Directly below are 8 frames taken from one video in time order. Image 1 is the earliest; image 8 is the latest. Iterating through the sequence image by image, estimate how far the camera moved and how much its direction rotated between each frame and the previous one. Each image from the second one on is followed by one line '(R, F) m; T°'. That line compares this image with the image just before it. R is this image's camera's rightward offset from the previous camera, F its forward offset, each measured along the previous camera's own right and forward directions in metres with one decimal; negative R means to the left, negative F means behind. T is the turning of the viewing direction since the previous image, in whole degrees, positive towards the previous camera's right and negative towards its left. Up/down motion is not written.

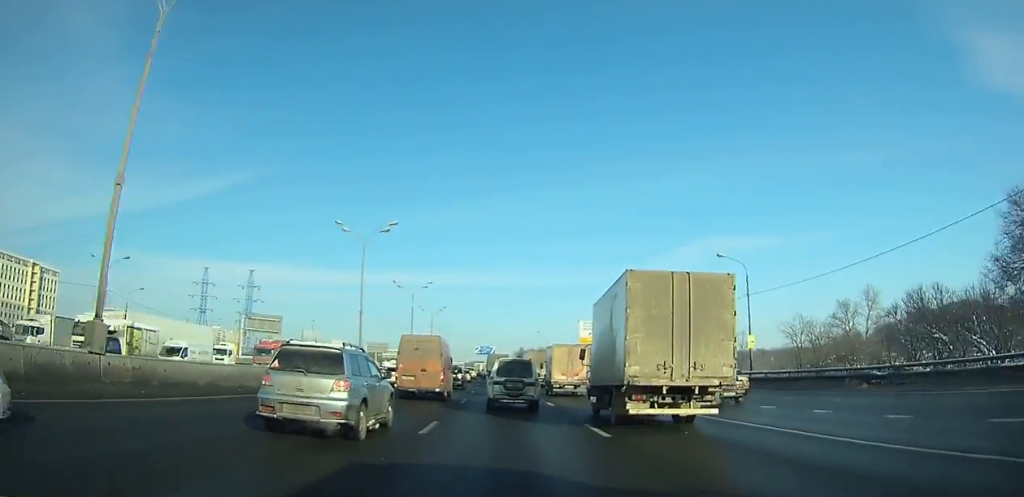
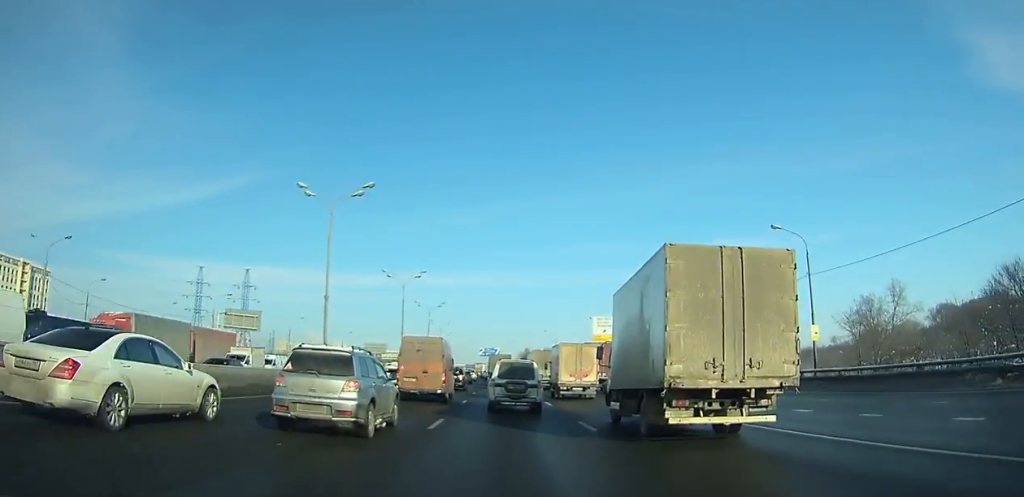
(0.0, +8.6) m; 0°
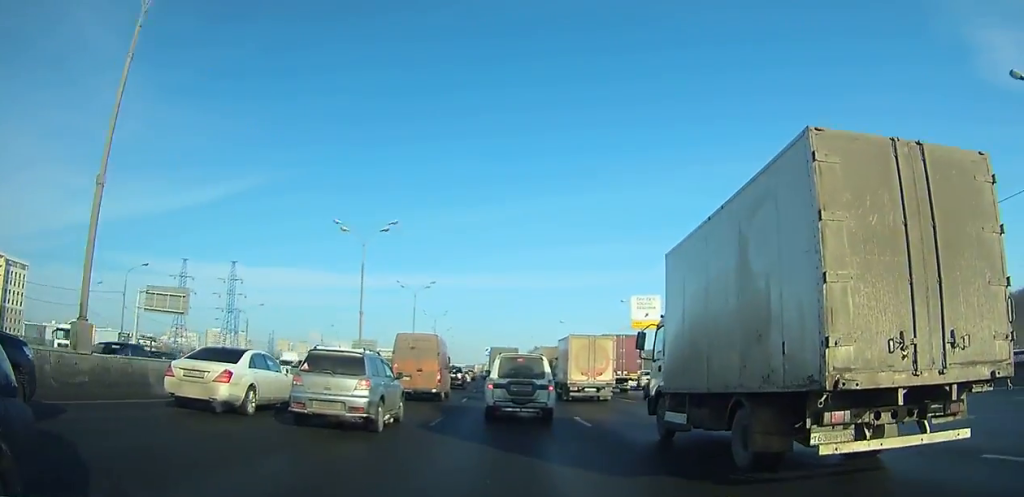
(0.0, +18.1) m; 0°
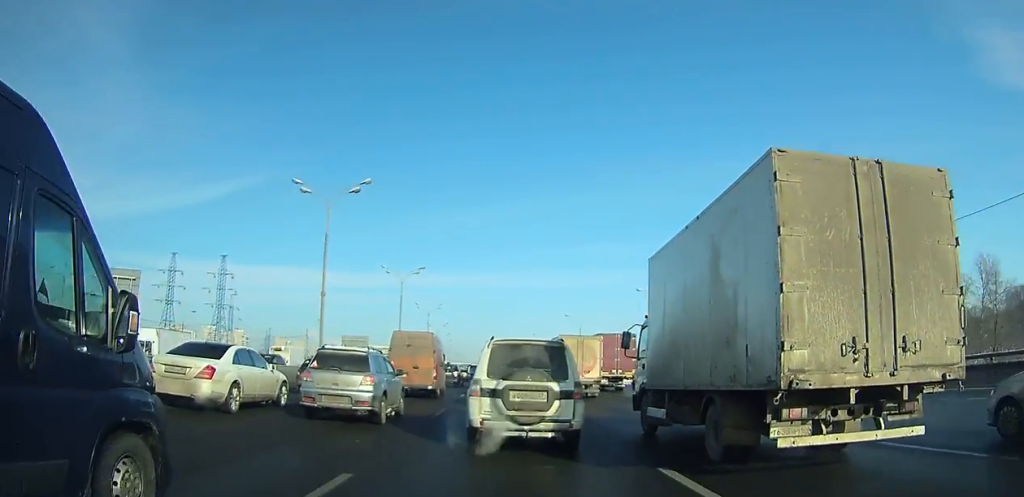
(0.0, +7.8) m; 0°
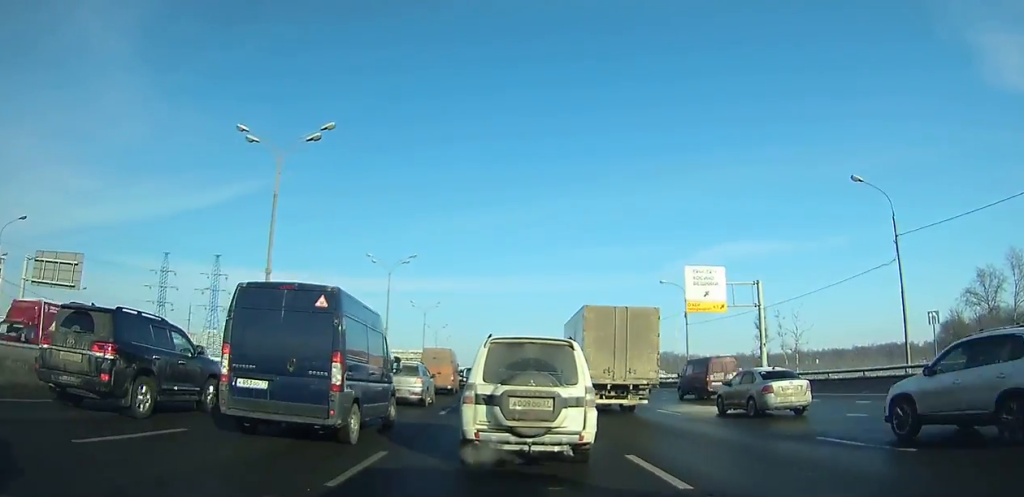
(+0.1, +12.2) m; +1°
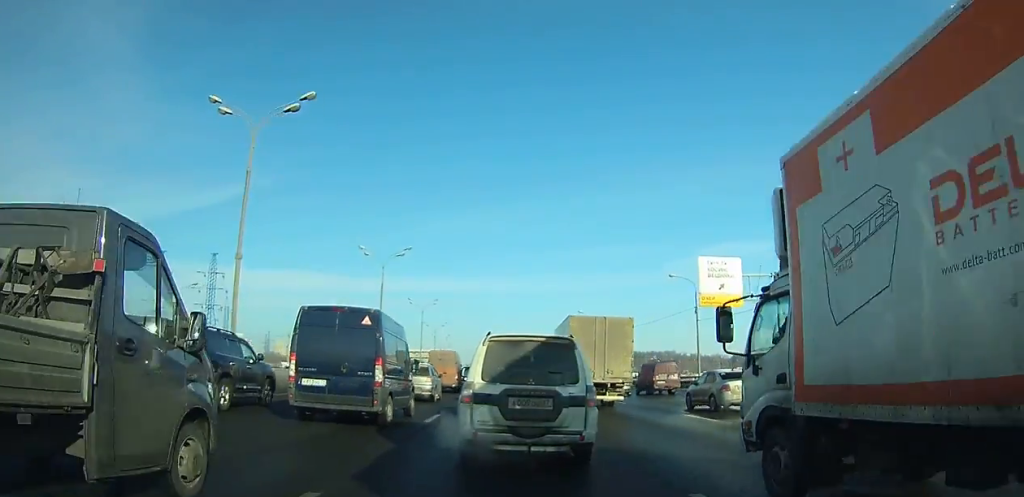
(0.0, +3.2) m; 0°
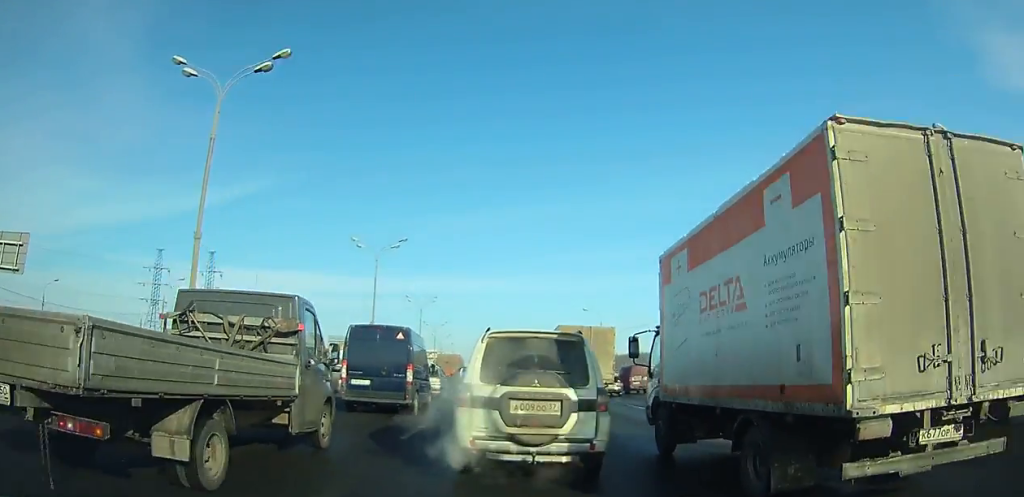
(0.0, +3.7) m; 0°
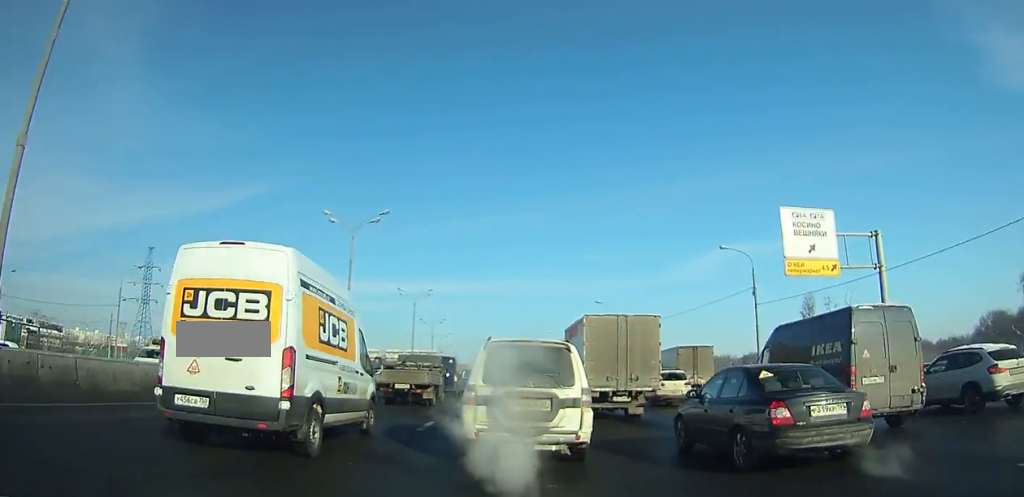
(-0.1, +12.2) m; -3°
